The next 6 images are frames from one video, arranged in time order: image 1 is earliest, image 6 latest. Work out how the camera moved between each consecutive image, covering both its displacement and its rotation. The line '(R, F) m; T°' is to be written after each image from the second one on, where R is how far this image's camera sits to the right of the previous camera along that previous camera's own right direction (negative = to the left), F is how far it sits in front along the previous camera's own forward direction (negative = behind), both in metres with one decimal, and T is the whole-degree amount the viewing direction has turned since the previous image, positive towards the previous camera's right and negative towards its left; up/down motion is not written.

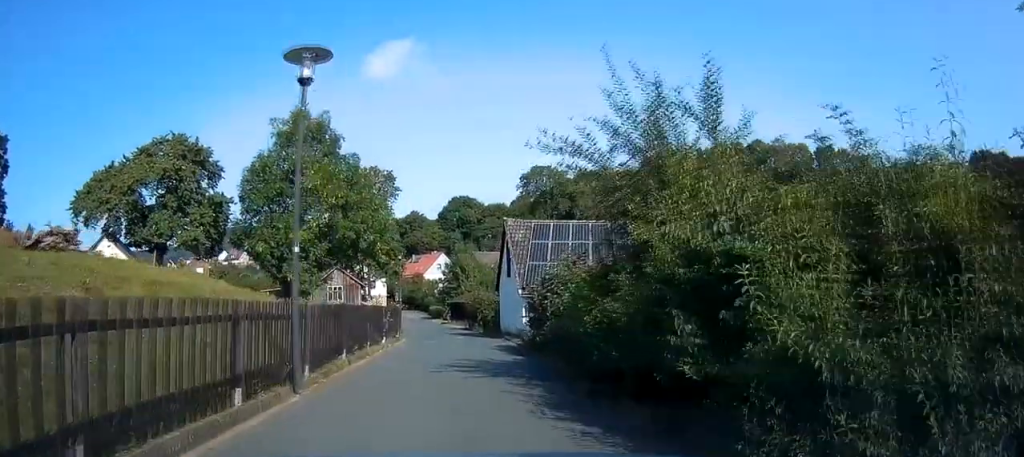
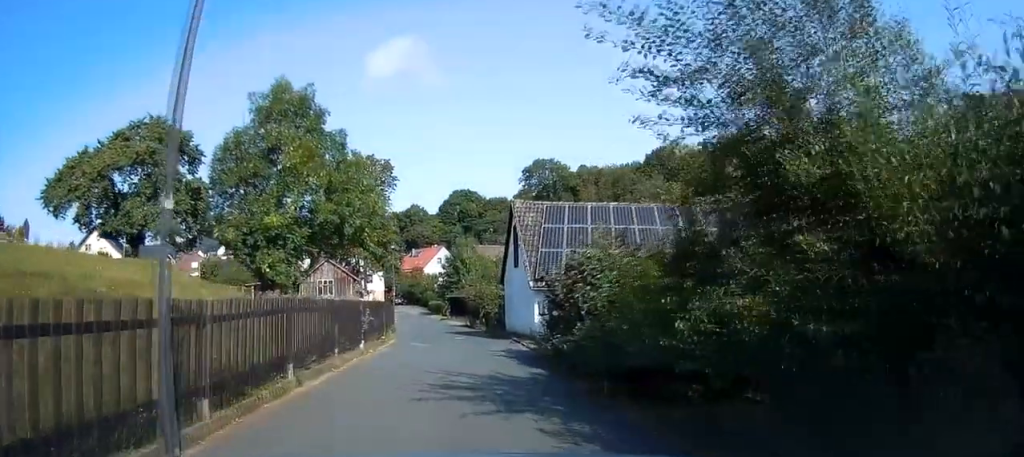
(0.0, +3.8) m; 0°
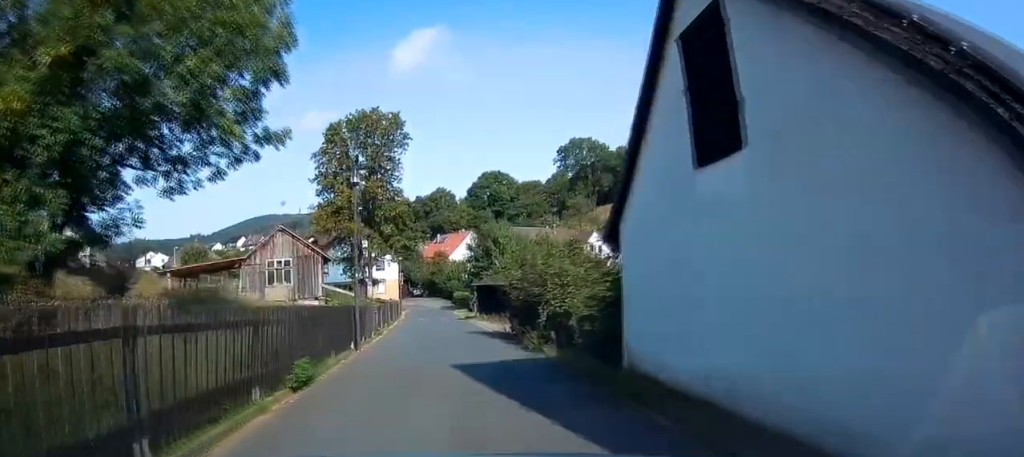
(-0.4, +18.5) m; -1°
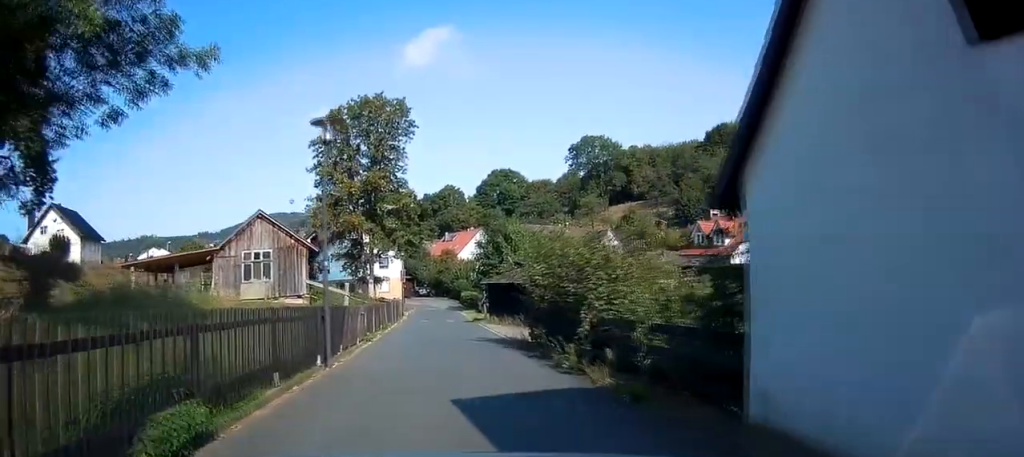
(+0.1, +4.6) m; -1°
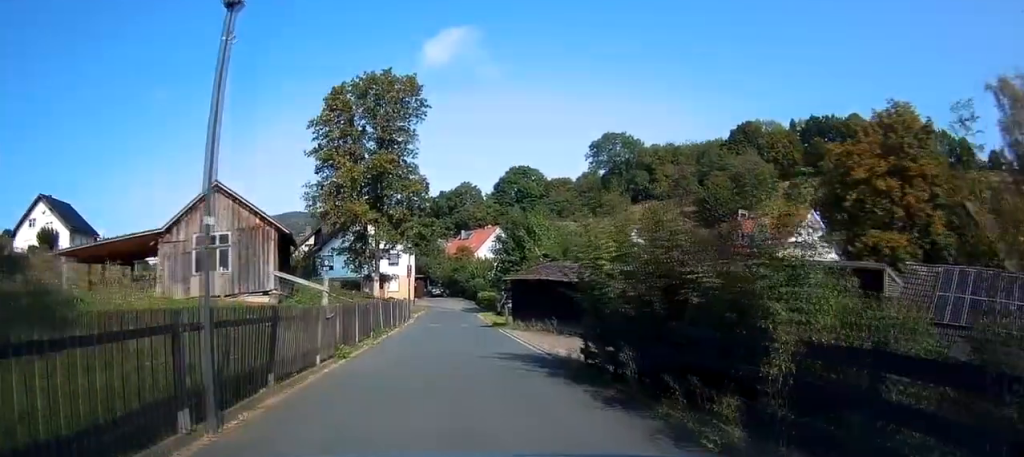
(0.0, +6.5) m; -2°
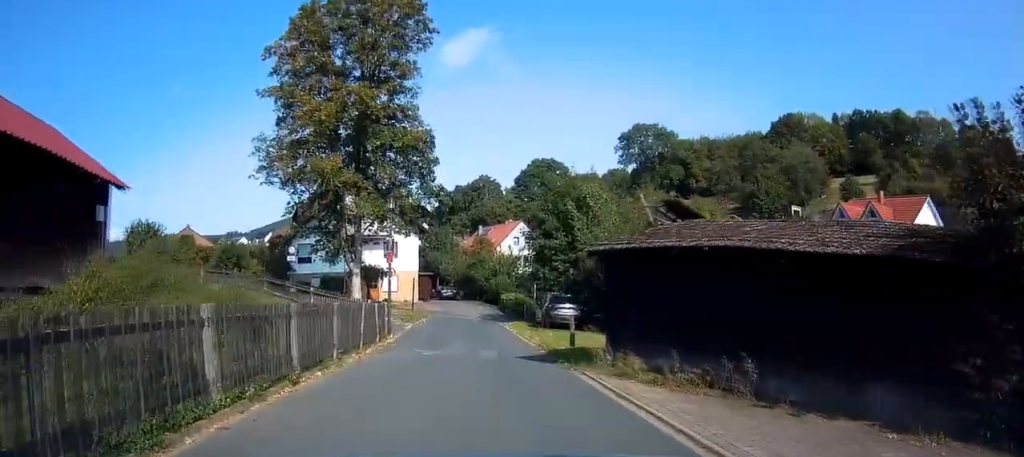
(-0.9, +16.4) m; -3°
